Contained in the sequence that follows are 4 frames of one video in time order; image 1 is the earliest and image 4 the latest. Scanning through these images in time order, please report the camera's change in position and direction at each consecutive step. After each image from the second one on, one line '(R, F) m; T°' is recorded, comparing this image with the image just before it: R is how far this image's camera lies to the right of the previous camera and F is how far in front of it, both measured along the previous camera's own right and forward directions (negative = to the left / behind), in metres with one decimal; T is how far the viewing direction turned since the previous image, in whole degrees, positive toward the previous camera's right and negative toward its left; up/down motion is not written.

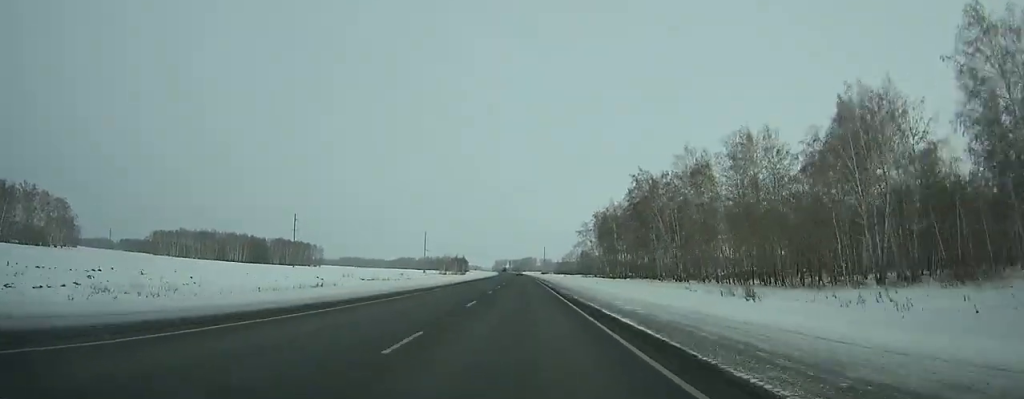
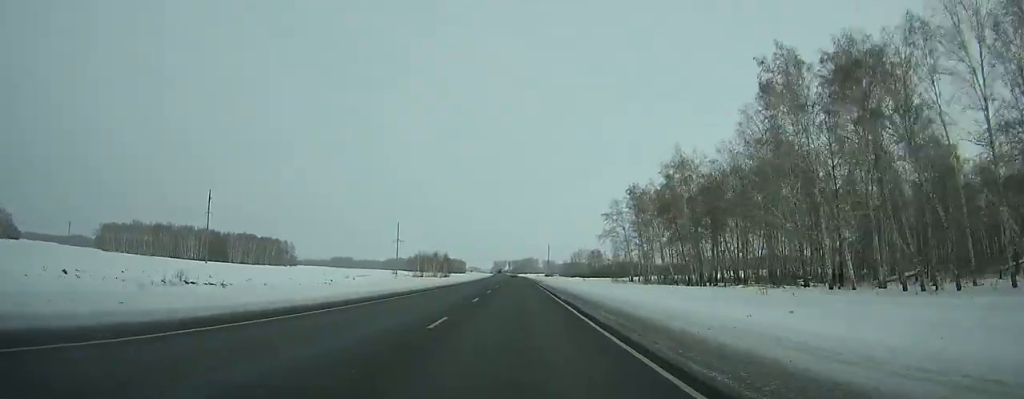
(-0.4, +66.9) m; -1°
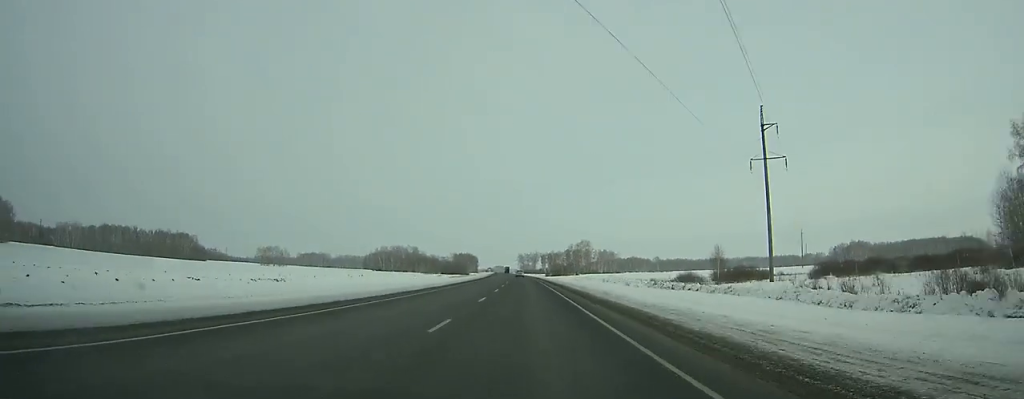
(-8.1, +314.7) m; -3°
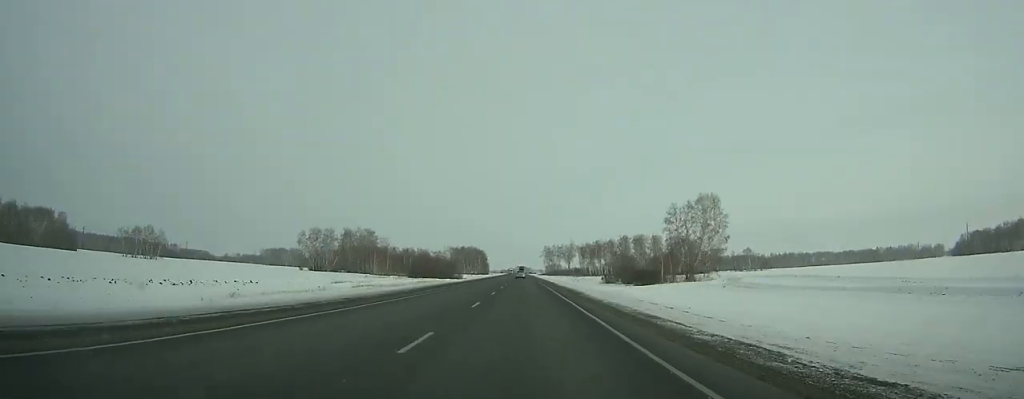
(-3.6, +195.8) m; -2°
